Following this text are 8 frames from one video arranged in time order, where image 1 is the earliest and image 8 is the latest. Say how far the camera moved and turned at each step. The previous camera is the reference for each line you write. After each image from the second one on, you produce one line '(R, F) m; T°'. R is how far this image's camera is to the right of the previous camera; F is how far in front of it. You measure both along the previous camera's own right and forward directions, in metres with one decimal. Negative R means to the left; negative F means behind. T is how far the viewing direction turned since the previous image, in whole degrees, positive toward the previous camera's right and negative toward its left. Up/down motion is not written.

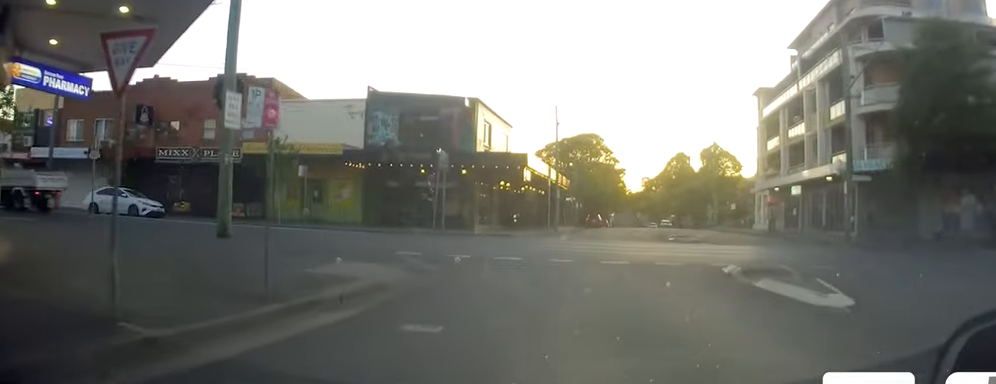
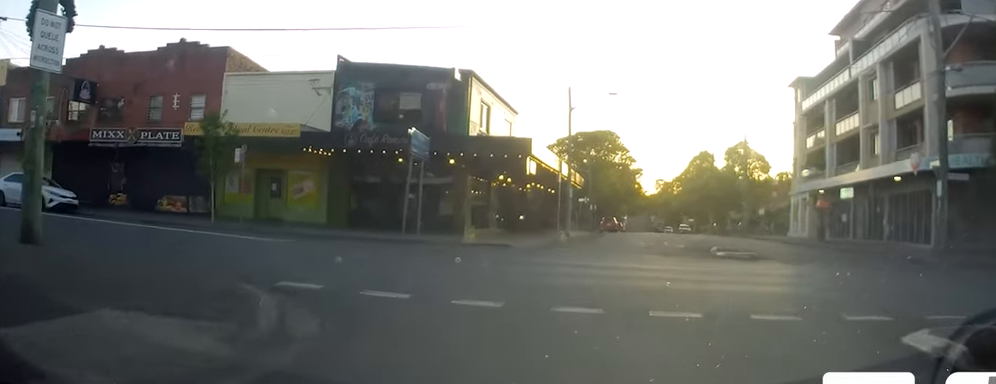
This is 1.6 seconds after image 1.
(+0.3, +9.1) m; -1°
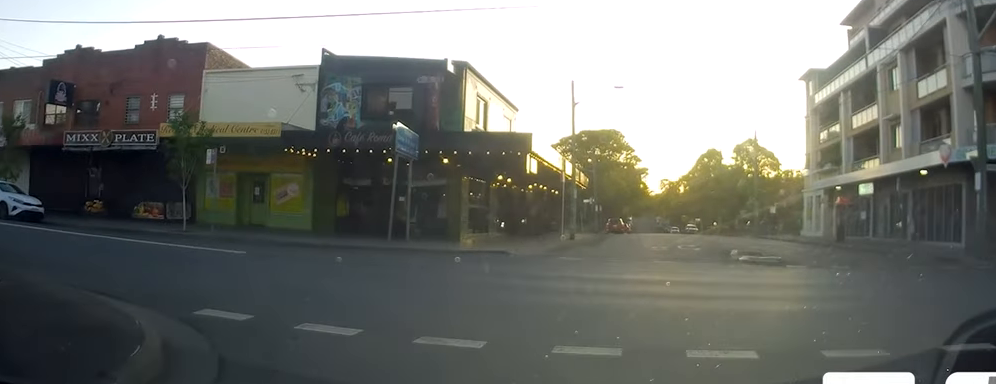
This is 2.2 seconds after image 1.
(-0.1, +3.1) m; -4°
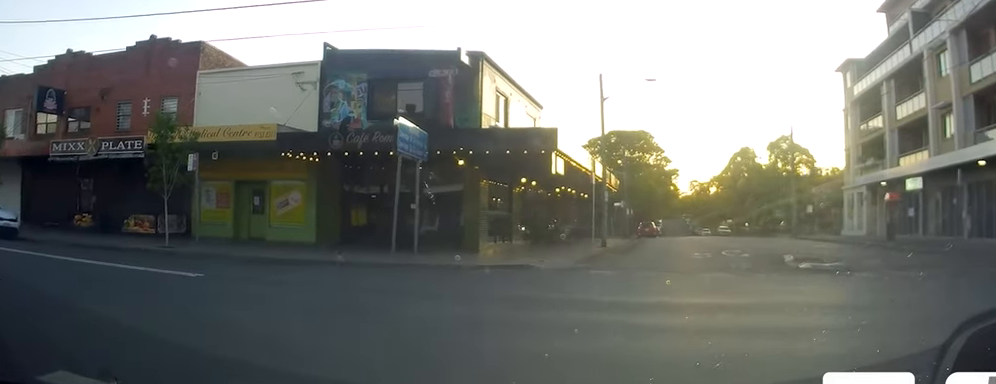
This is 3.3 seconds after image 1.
(-0.3, +4.1) m; -11°
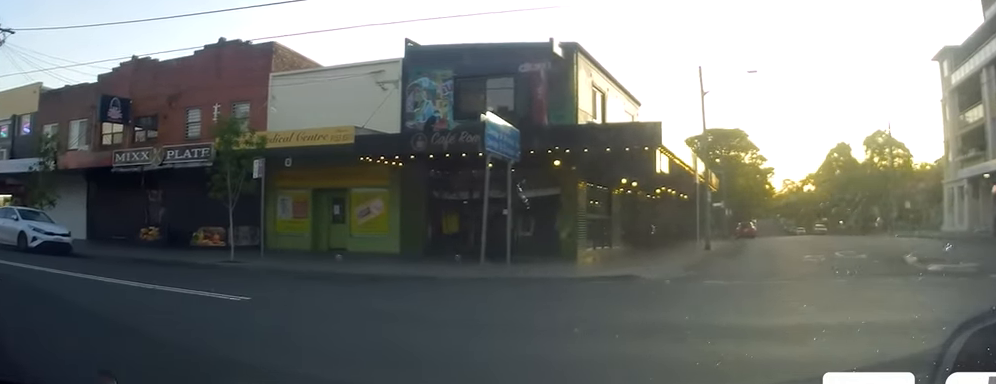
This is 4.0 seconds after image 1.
(+0.2, +2.2) m; -12°
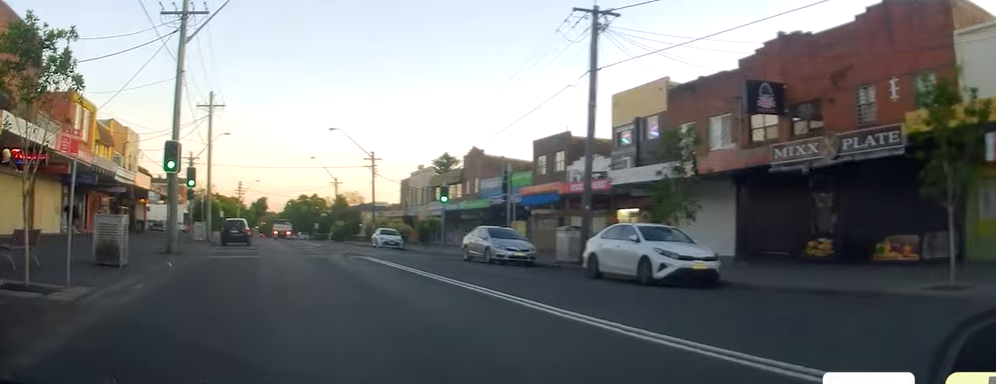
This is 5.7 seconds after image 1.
(-2.2, +5.0) m; -34°
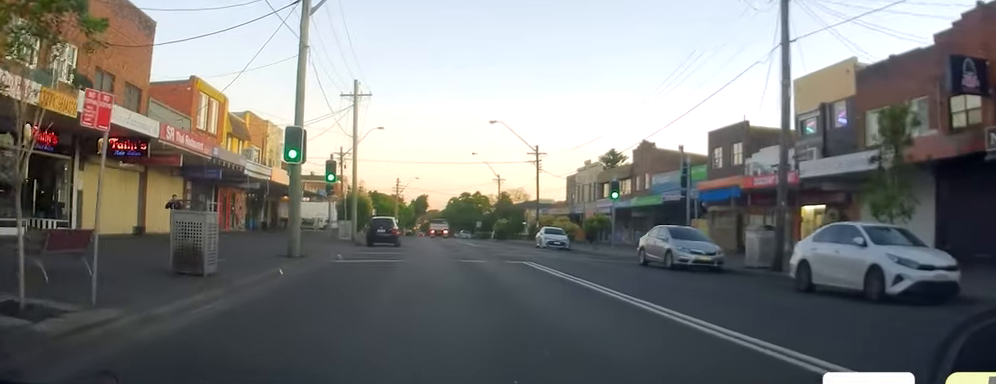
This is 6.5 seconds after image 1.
(-0.3, +3.1) m; -8°
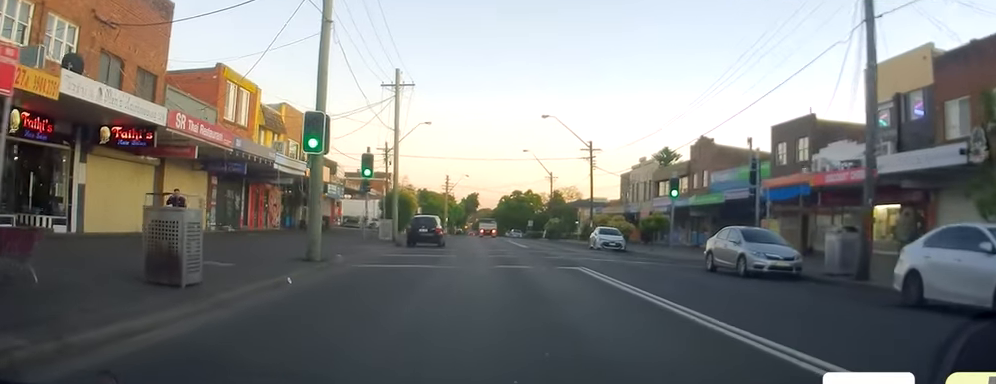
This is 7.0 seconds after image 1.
(-0.1, +2.2) m; -5°
